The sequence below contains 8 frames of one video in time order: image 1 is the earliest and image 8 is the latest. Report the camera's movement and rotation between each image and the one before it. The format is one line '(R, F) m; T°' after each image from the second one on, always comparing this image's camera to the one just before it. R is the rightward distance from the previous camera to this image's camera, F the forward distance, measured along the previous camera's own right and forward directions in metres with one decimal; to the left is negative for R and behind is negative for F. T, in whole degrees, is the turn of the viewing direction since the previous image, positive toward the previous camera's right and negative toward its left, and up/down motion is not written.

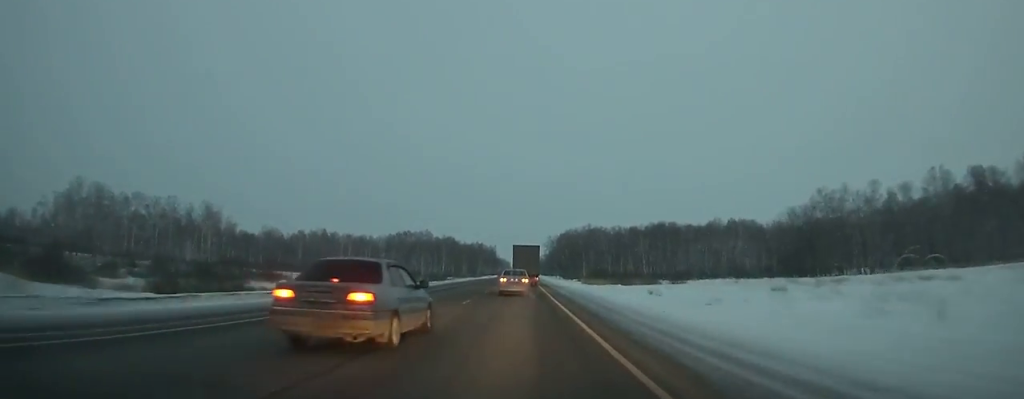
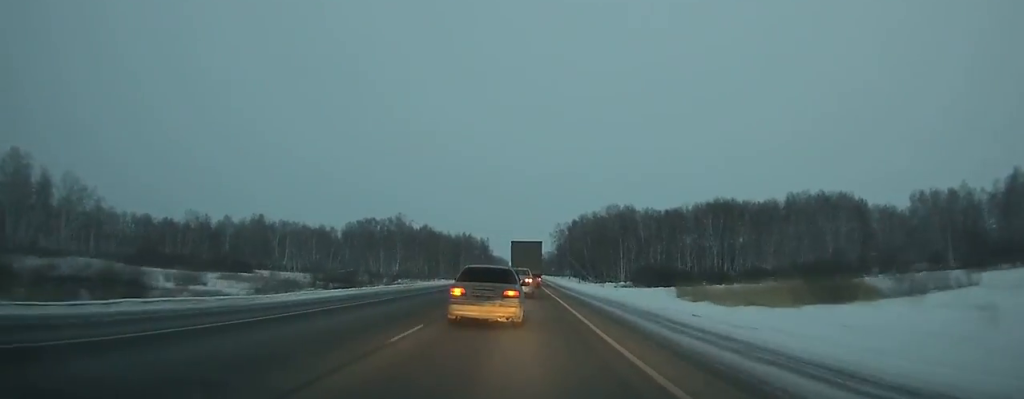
(+0.2, +82.5) m; 0°
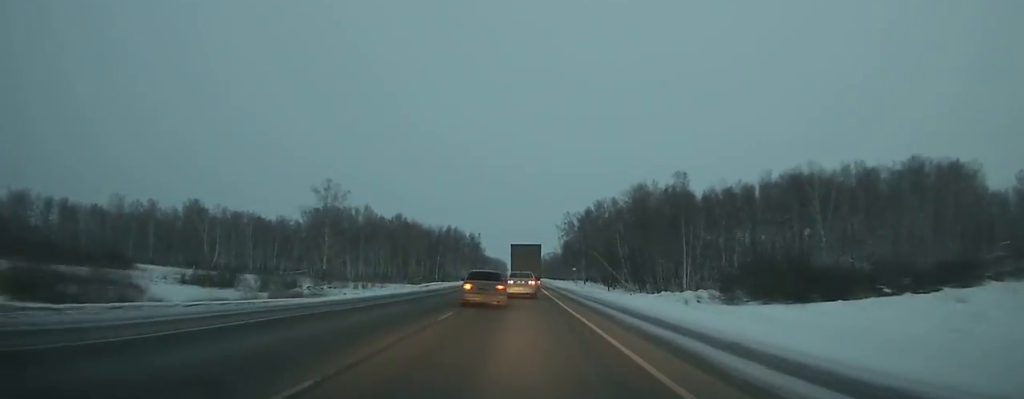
(+0.2, +56.9) m; 0°
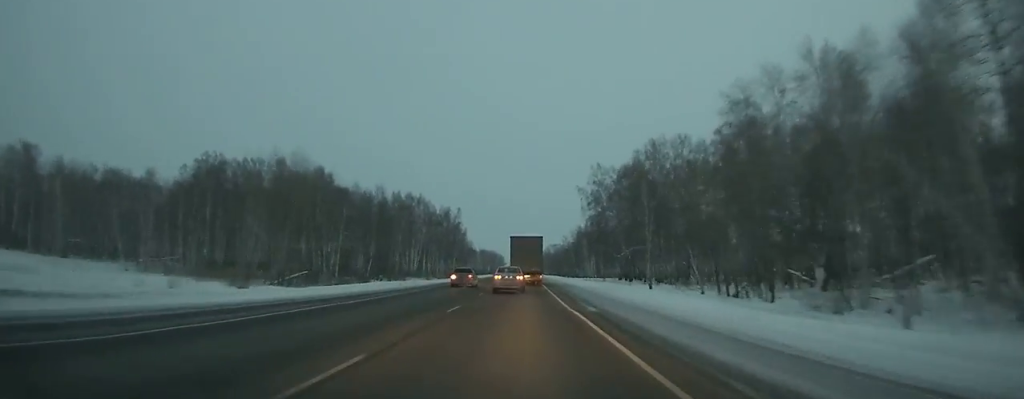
(-0.4, +83.6) m; -1°
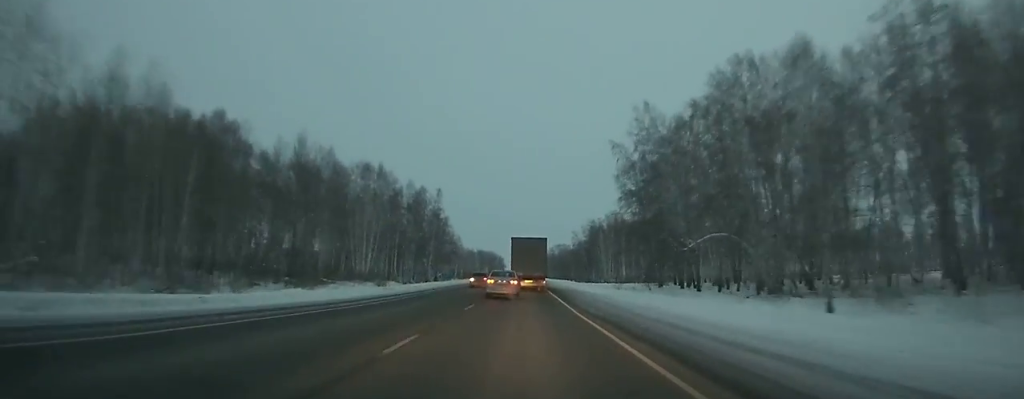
(-0.2, +44.6) m; -1°
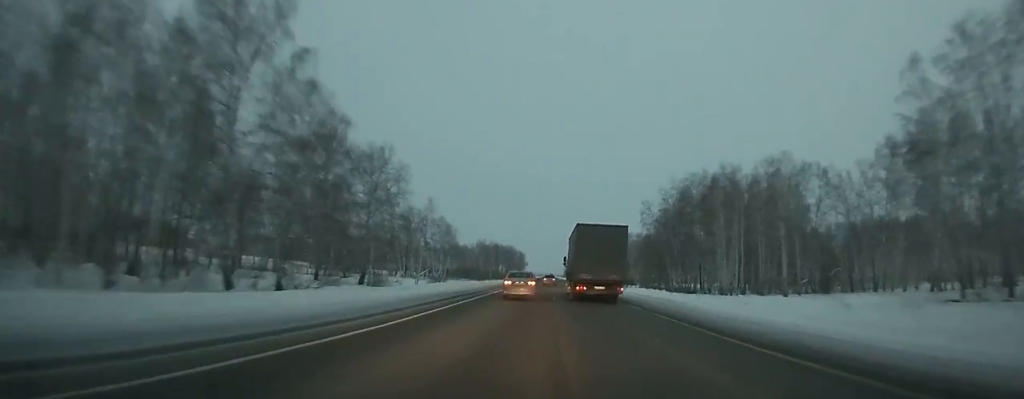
(-0.9, +101.9) m; 0°
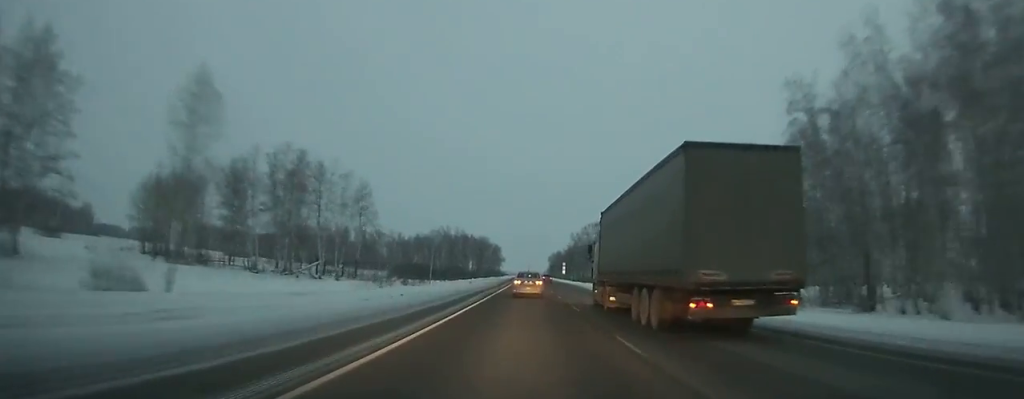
(+0.7, +83.8) m; +1°
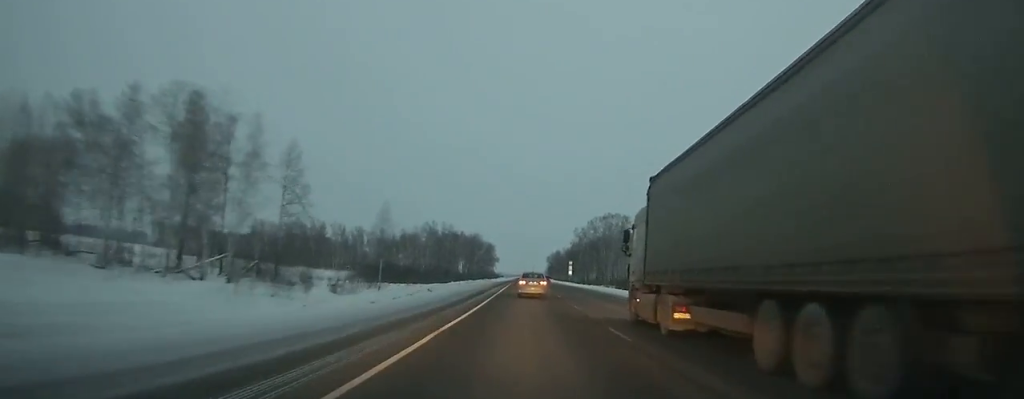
(+0.1, +34.0) m; 0°
